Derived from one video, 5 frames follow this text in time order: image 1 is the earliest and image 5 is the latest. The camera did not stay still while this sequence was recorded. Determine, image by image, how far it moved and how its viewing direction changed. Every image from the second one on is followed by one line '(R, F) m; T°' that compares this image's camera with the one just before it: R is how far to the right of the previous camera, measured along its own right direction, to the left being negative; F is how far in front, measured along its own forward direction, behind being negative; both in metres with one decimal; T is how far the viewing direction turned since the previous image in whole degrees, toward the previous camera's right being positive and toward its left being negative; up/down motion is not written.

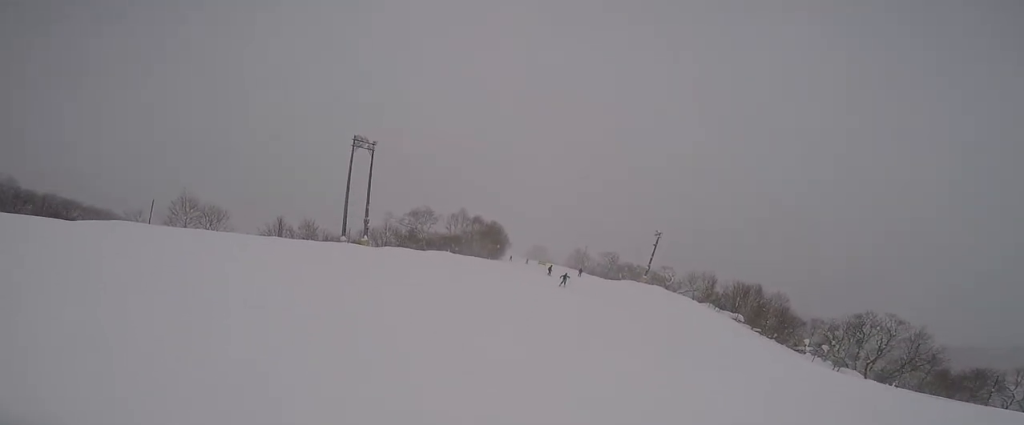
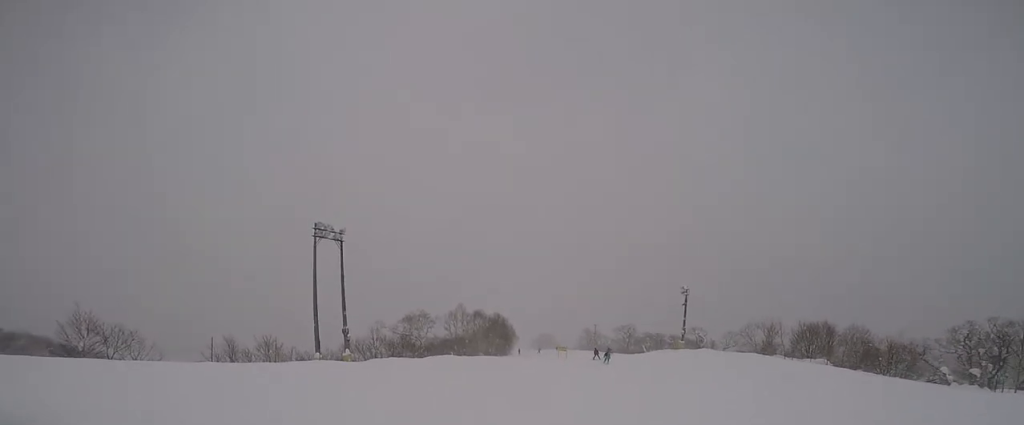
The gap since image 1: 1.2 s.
(+1.1, +8.4) m; 0°
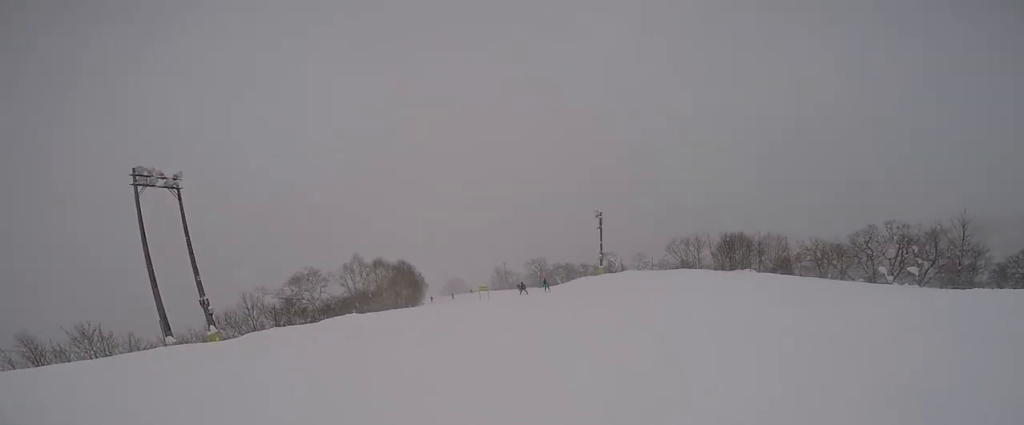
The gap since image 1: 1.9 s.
(-1.4, +5.1) m; +7°
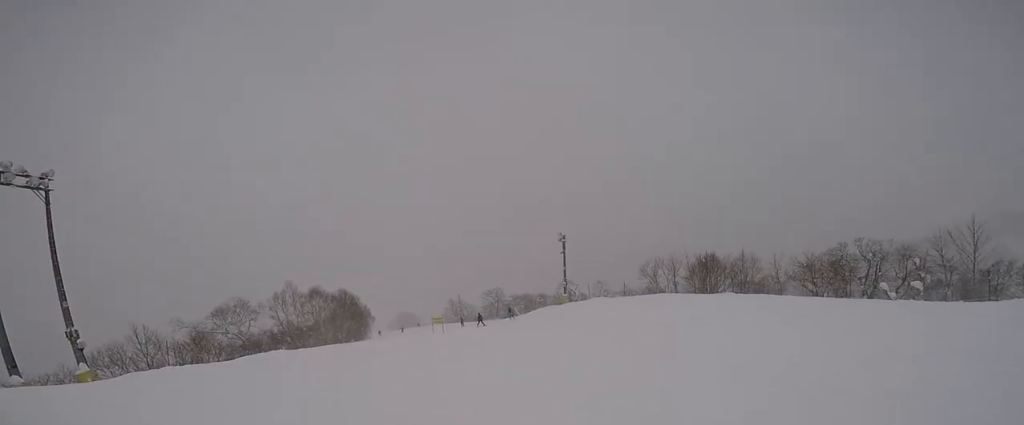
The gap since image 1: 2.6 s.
(+1.3, +4.2) m; +15°
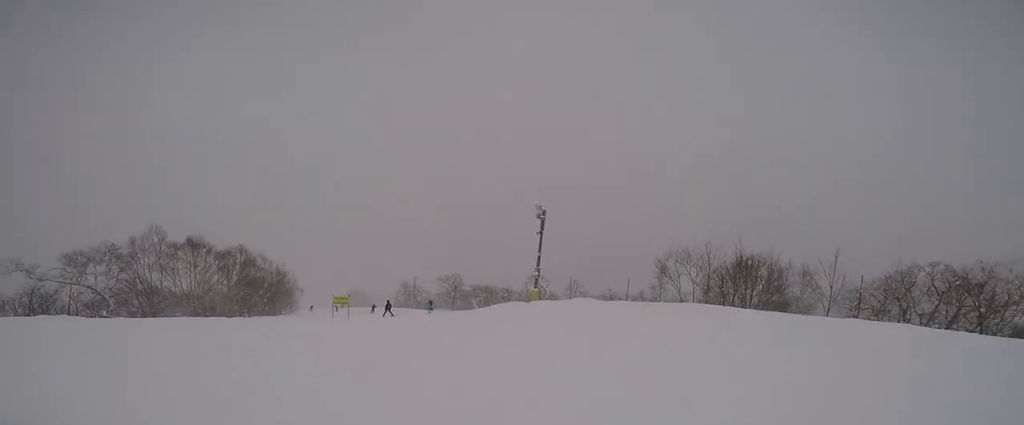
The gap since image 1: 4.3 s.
(+1.7, +12.5) m; -5°
